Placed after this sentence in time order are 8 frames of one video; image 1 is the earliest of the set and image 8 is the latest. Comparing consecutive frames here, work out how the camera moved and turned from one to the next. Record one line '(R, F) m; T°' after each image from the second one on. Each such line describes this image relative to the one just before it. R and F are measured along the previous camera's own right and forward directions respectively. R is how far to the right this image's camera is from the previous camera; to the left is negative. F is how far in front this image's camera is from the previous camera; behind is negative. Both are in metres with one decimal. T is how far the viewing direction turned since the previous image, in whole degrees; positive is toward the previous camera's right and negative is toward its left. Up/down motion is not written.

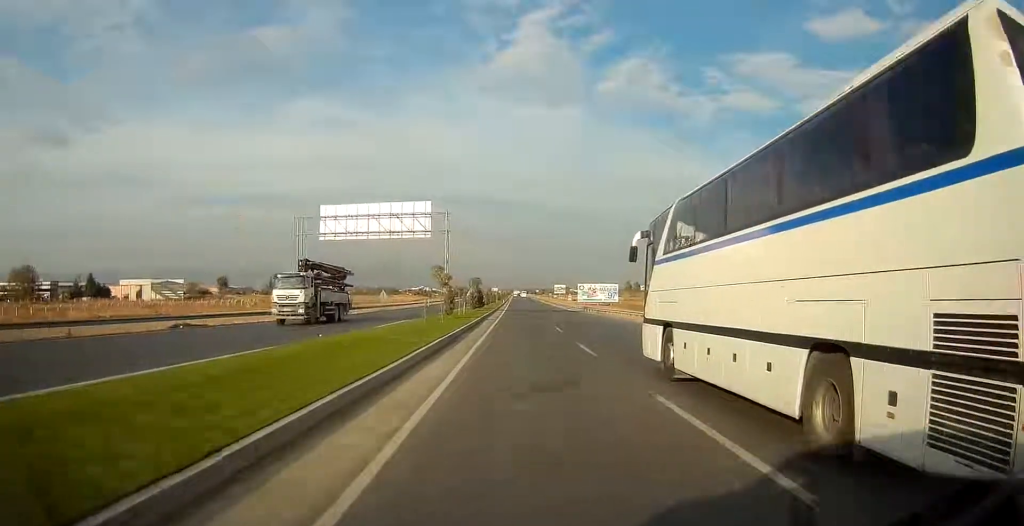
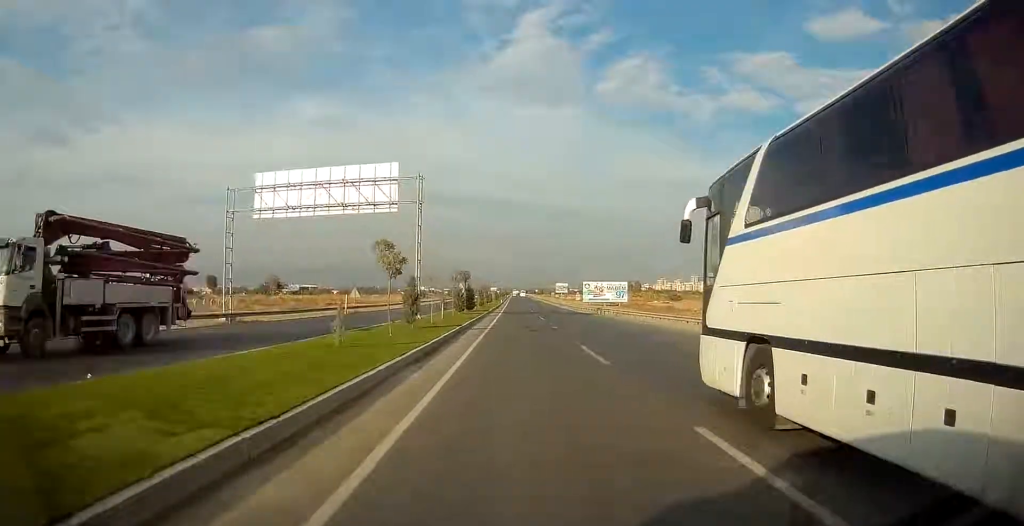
(+0.1, +13.0) m; 0°
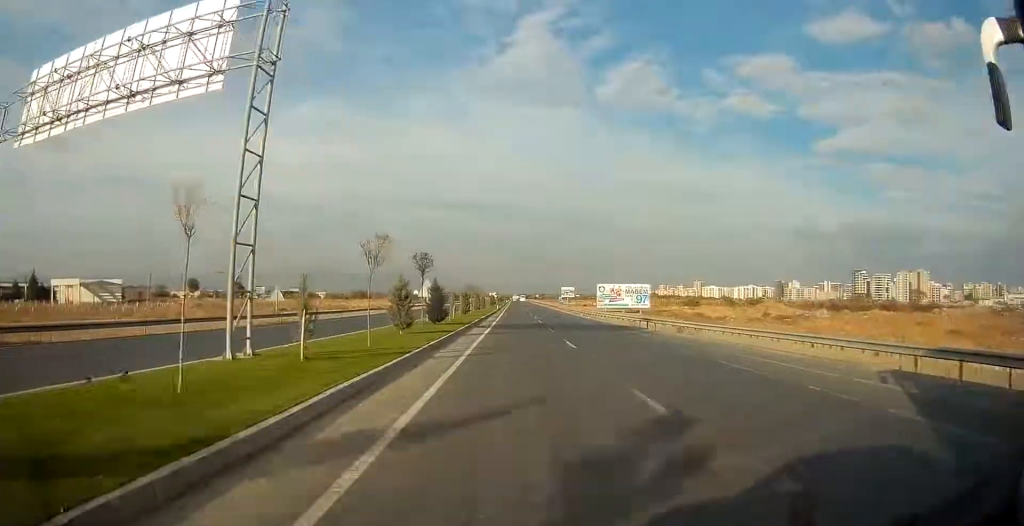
(-0.2, +23.1) m; 0°
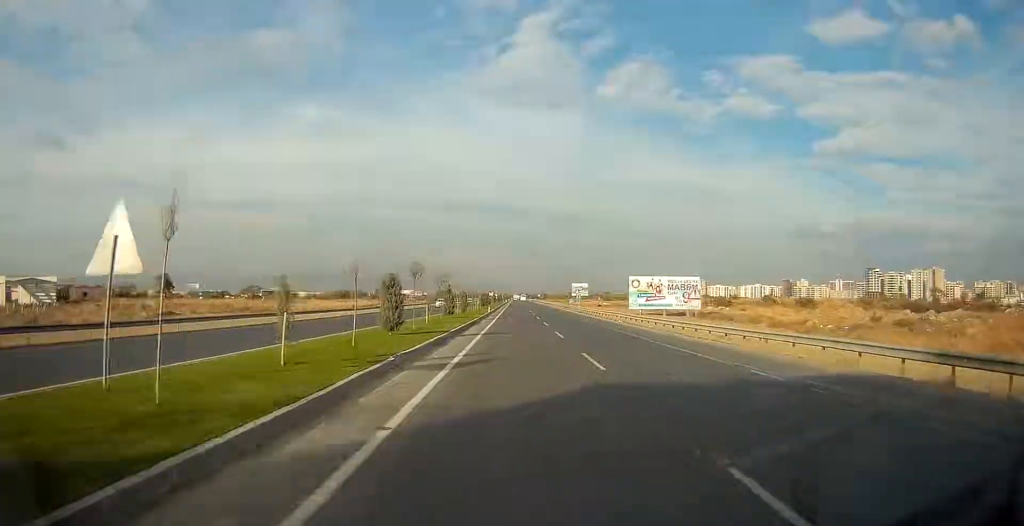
(0.0, +30.5) m; 0°
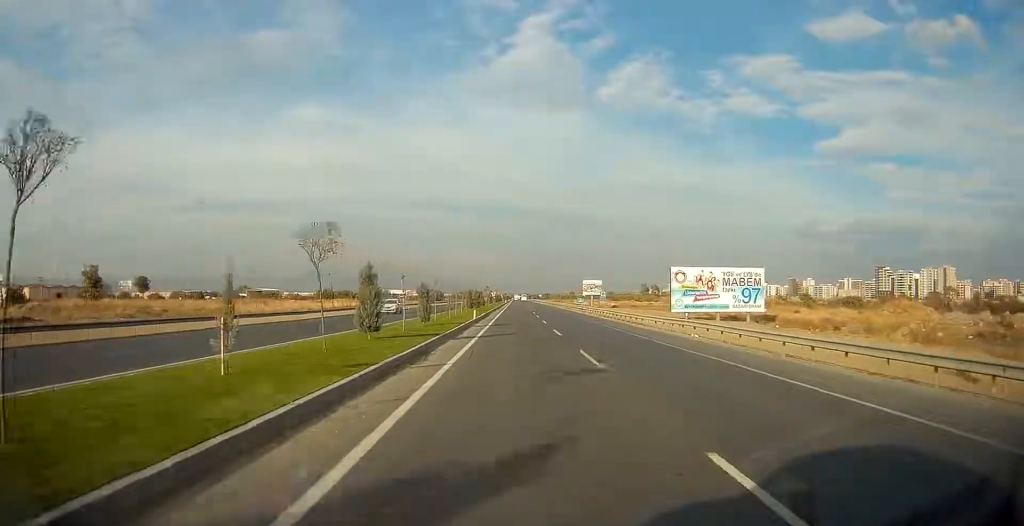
(+0.1, +21.9) m; 0°
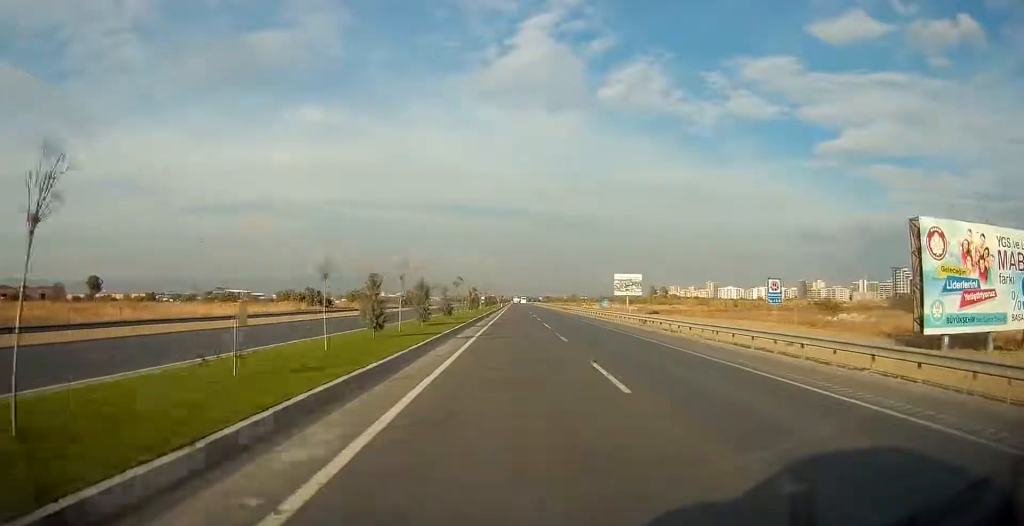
(-0.2, +39.5) m; 0°
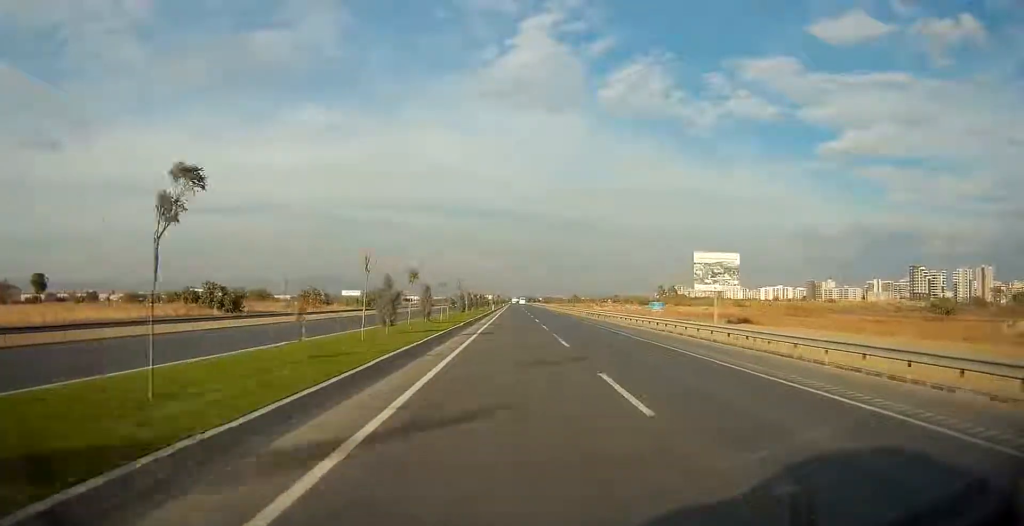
(+0.1, +37.9) m; 0°
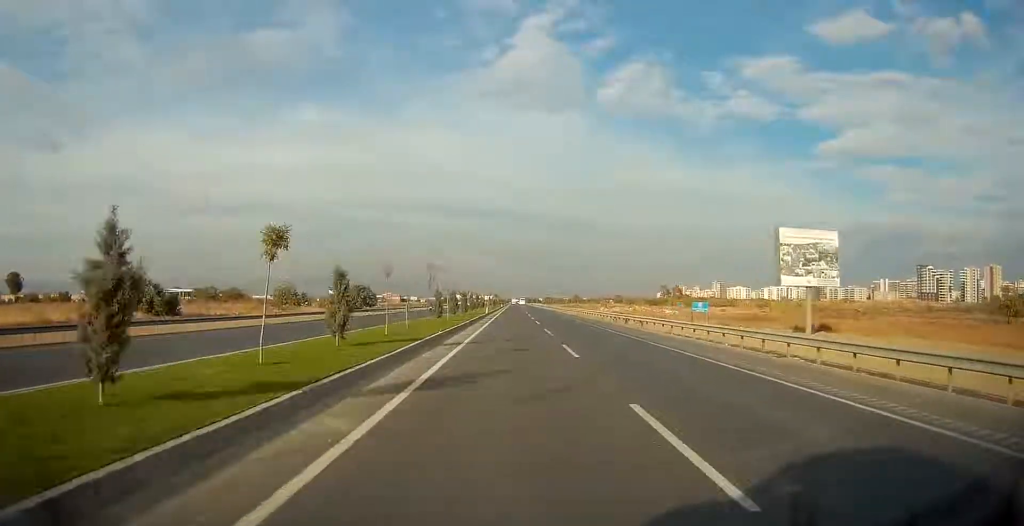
(-0.1, +16.1) m; 0°
